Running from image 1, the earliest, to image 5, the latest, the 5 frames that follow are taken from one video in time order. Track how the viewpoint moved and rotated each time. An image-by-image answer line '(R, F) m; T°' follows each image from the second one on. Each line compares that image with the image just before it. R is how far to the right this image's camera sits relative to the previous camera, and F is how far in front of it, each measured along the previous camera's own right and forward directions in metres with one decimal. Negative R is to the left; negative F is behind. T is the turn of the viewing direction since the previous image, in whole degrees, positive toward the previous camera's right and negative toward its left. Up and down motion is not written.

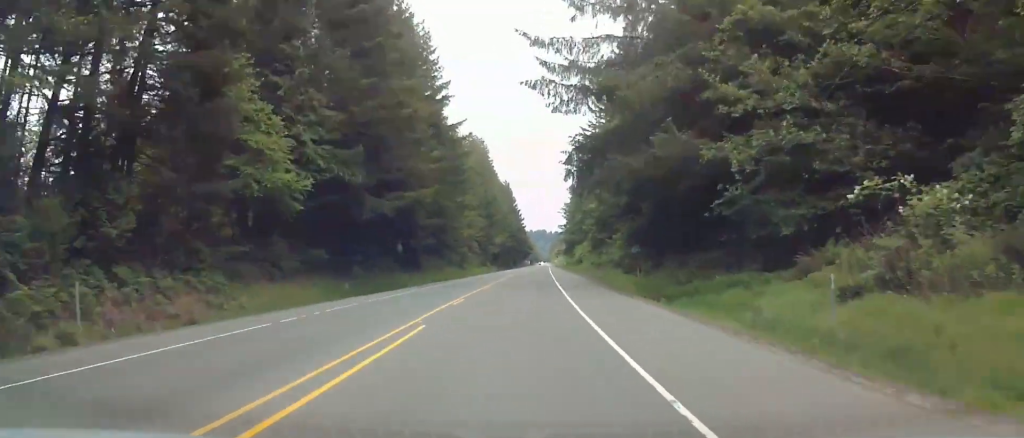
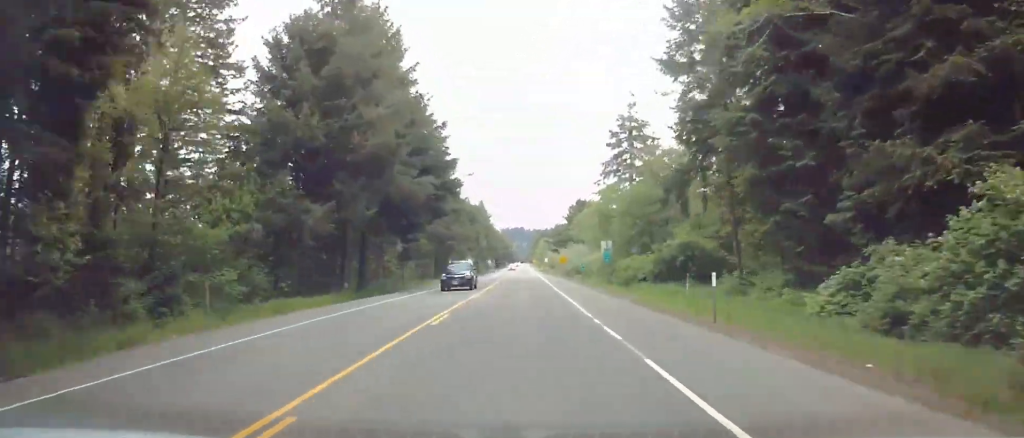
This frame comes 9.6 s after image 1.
(+6.1, +239.6) m; +4°
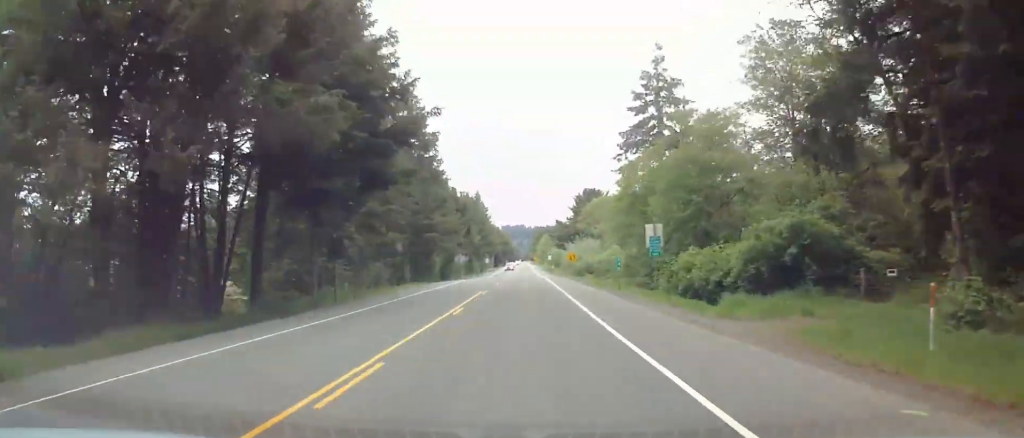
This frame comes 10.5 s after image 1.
(-0.1, +21.2) m; 0°
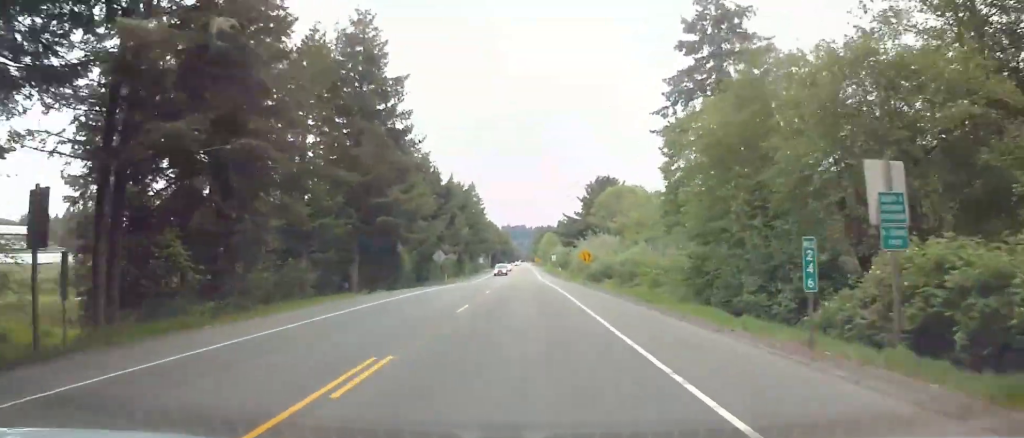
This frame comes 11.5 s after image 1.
(+0.2, +24.3) m; 0°
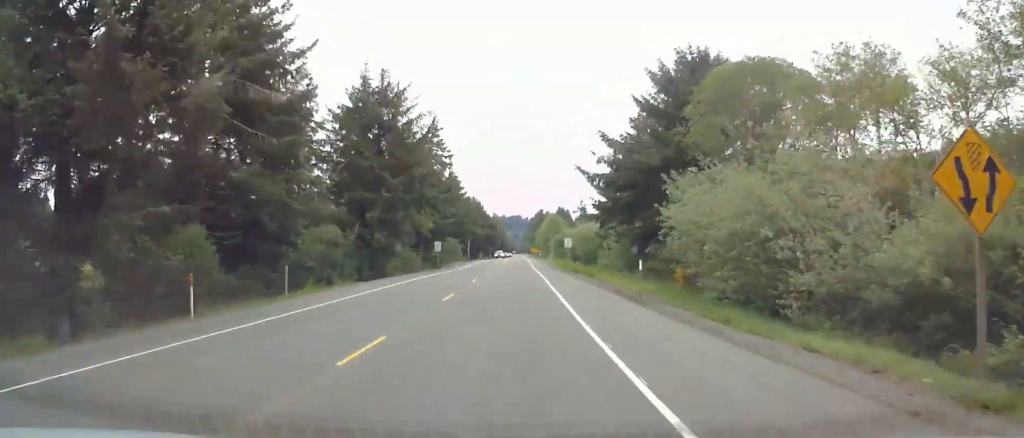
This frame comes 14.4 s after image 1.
(0.0, +71.4) m; 0°
